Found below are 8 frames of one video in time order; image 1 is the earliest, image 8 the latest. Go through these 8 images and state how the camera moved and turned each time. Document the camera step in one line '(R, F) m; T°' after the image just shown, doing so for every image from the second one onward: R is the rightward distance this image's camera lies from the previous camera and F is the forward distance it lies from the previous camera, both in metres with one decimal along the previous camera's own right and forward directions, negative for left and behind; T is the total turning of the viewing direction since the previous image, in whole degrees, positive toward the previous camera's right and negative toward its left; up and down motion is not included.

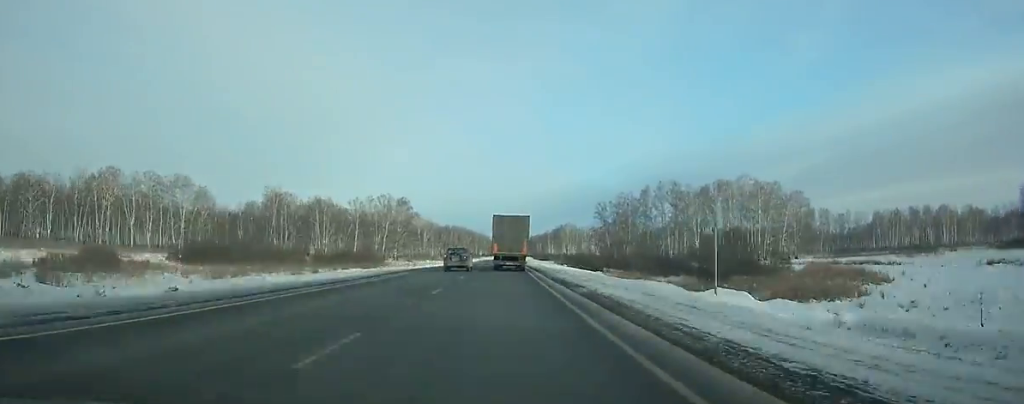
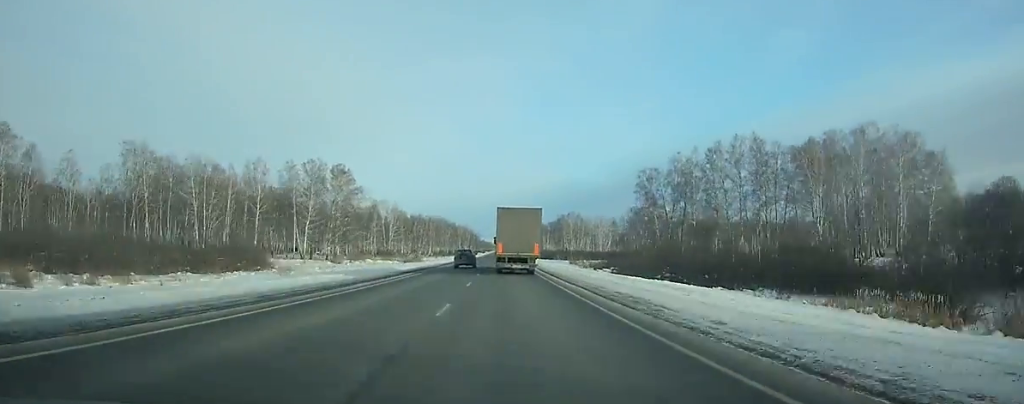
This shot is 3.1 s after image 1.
(+0.3, +74.7) m; +1°
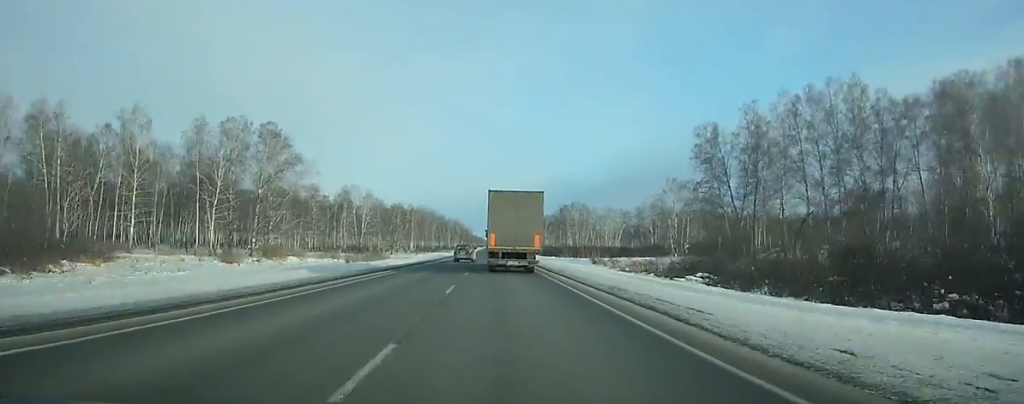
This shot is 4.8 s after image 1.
(+0.5, +41.2) m; +1°
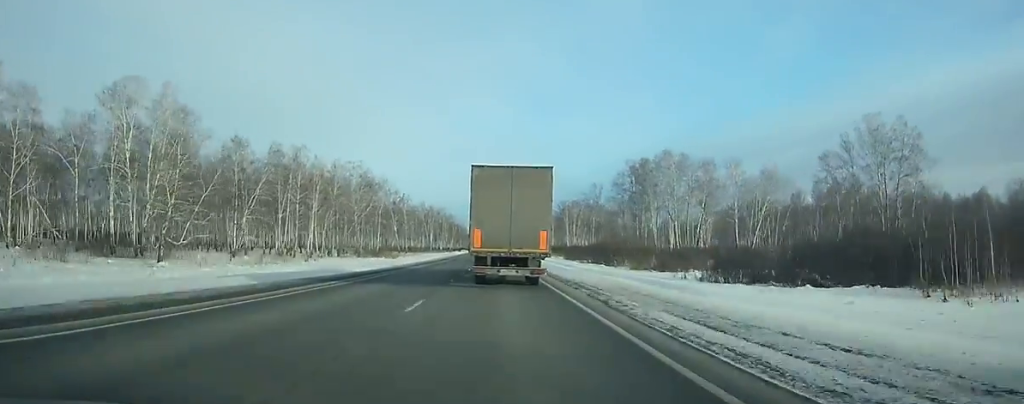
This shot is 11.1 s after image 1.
(+0.5, +149.2) m; 0°
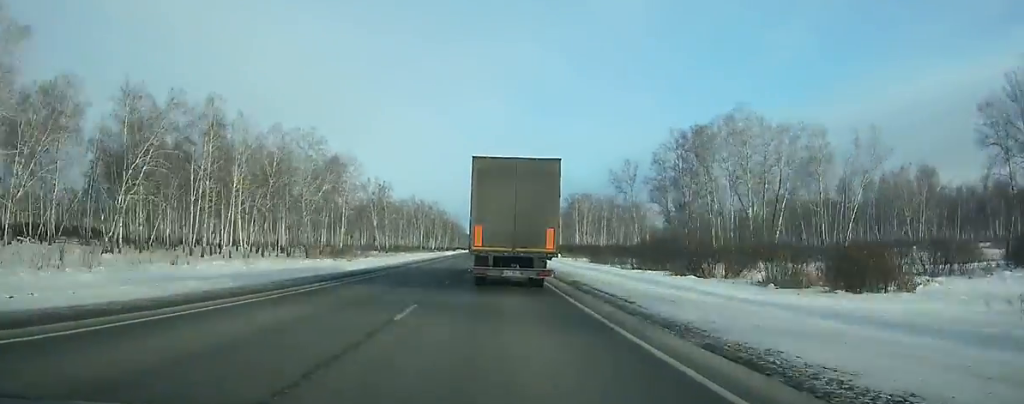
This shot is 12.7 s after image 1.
(0.0, +36.8) m; 0°
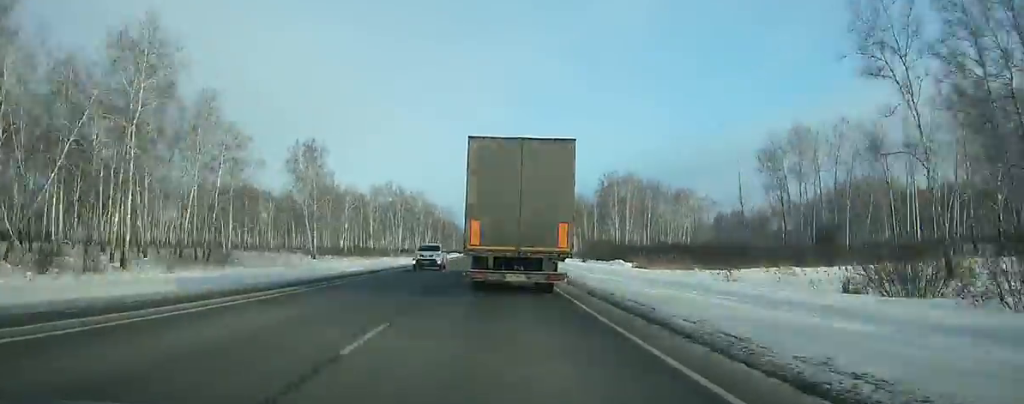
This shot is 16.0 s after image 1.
(+0.1, +75.2) m; 0°
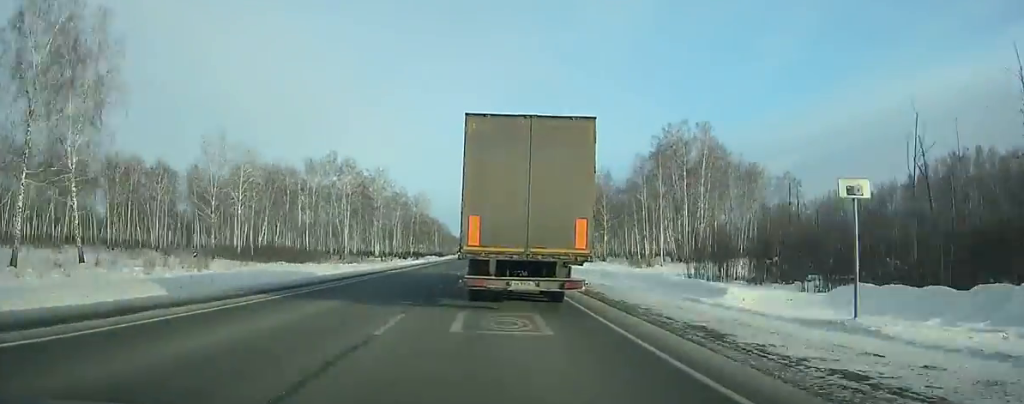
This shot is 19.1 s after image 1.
(0.0, +70.7) m; 0°
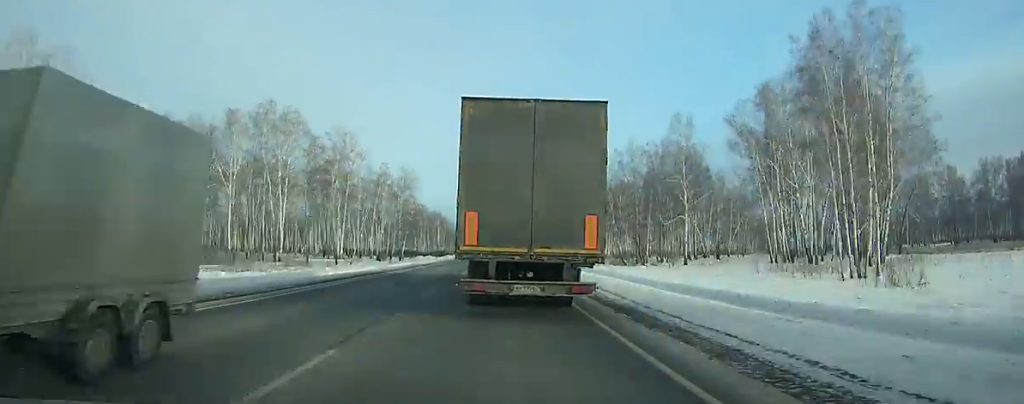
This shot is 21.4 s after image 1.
(-0.1, +53.4) m; -1°
